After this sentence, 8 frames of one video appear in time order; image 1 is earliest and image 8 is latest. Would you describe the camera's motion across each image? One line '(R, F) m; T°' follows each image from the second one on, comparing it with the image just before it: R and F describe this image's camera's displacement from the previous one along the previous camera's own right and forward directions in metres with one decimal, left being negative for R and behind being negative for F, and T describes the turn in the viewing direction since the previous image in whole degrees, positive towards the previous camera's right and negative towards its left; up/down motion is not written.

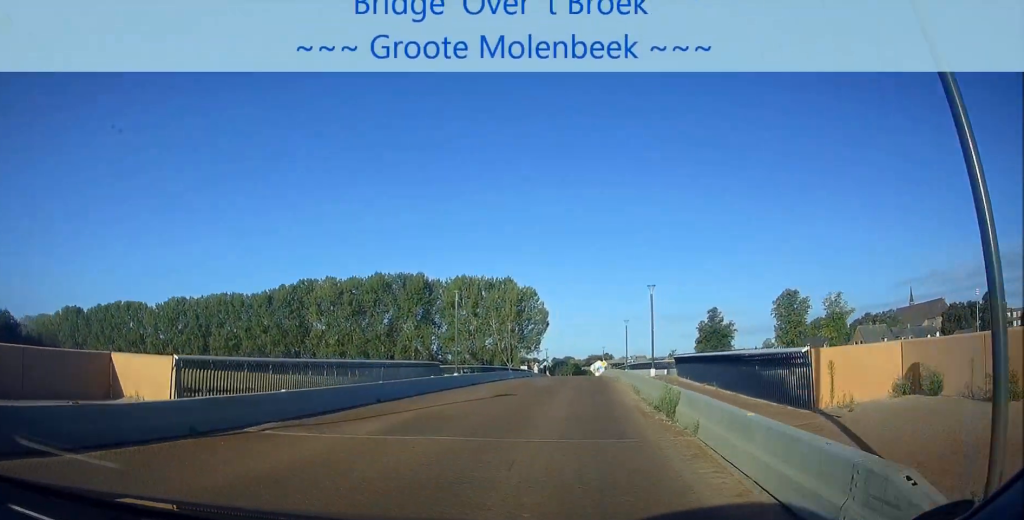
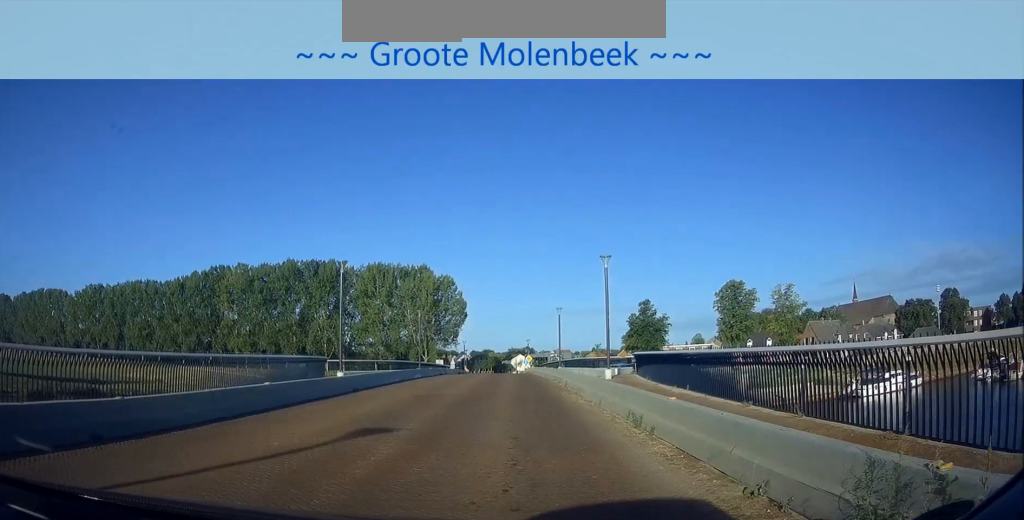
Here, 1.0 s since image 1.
(+0.7, +10.3) m; +4°
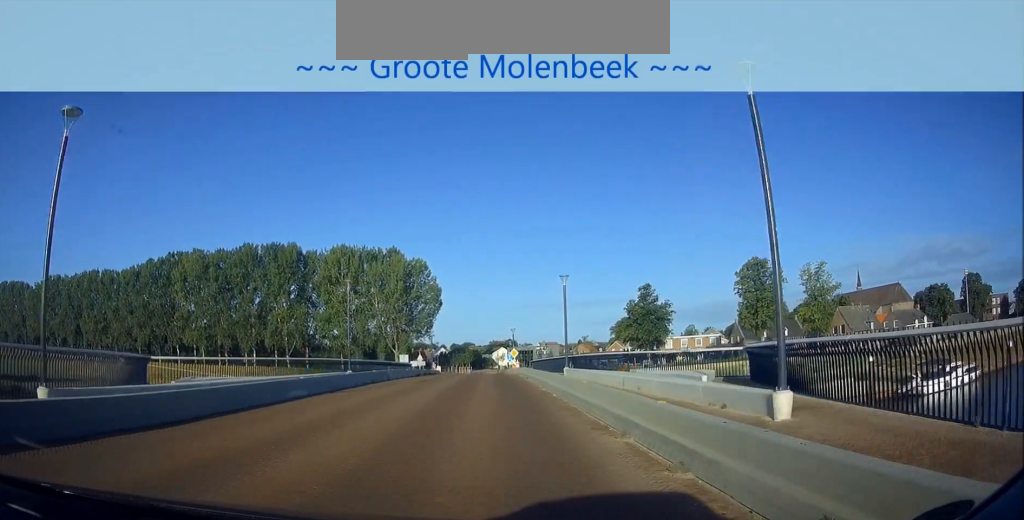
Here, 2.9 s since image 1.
(+0.7, +19.4) m; +2°
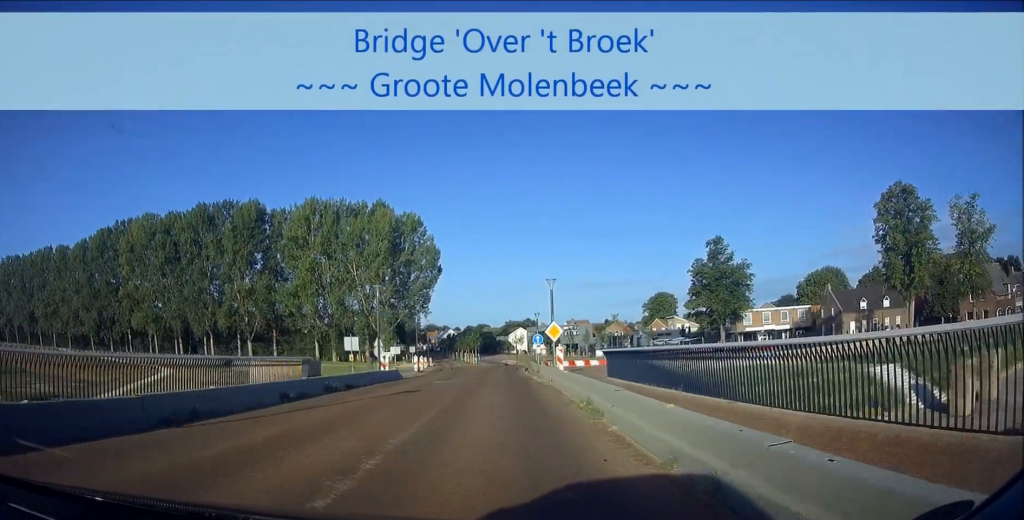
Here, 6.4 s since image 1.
(+0.1, +37.0) m; 0°
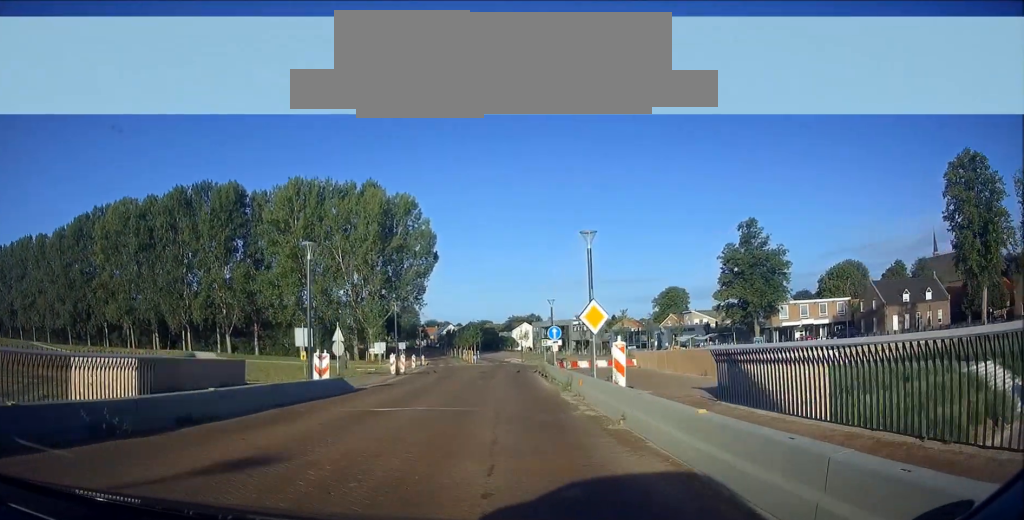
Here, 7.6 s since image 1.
(0.0, +12.5) m; 0°
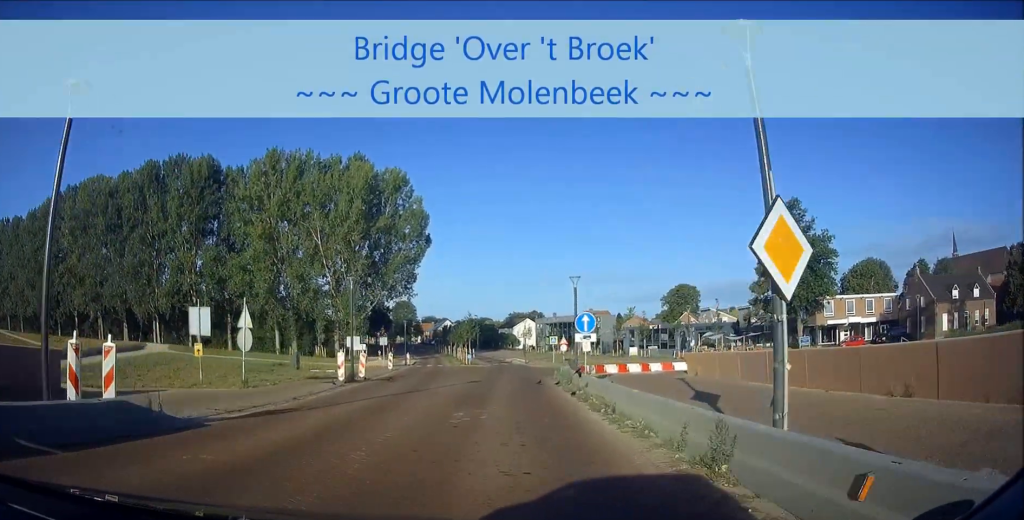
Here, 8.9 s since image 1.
(0.0, +13.1) m; +1°
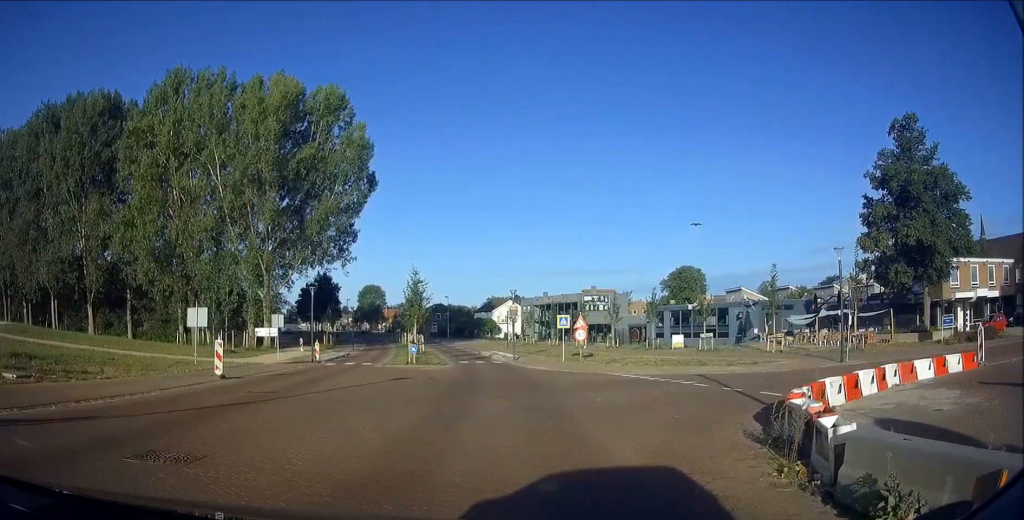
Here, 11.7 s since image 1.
(+0.4, +28.3) m; 0°
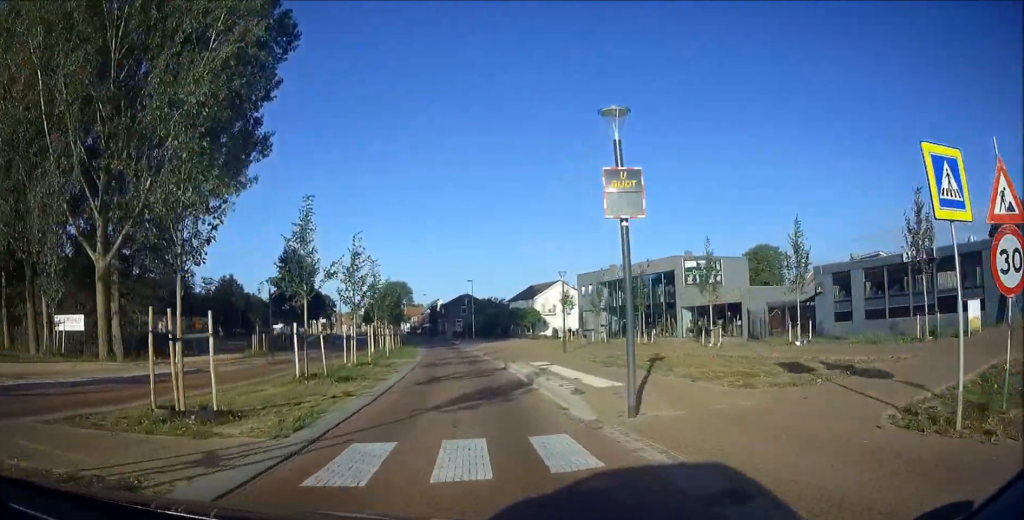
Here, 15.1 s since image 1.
(-1.1, +33.7) m; -7°
